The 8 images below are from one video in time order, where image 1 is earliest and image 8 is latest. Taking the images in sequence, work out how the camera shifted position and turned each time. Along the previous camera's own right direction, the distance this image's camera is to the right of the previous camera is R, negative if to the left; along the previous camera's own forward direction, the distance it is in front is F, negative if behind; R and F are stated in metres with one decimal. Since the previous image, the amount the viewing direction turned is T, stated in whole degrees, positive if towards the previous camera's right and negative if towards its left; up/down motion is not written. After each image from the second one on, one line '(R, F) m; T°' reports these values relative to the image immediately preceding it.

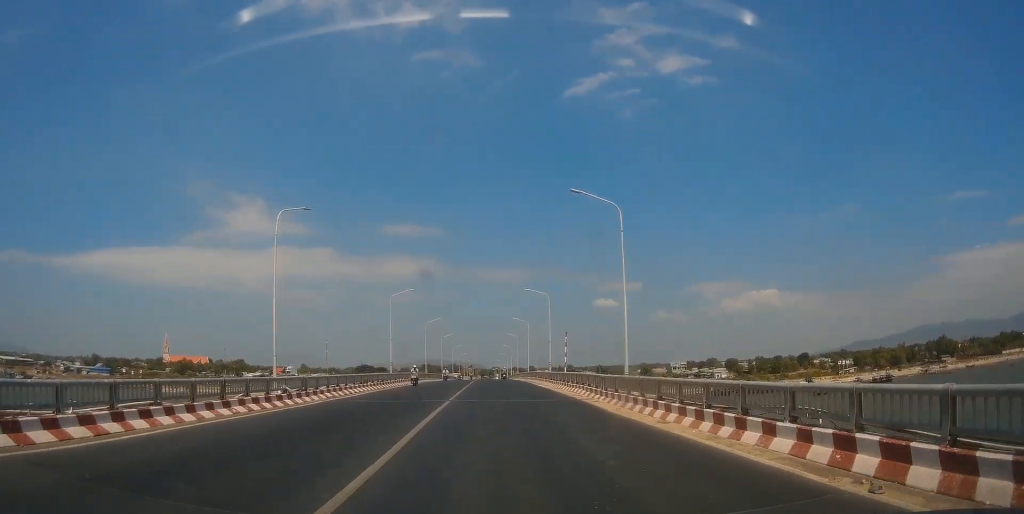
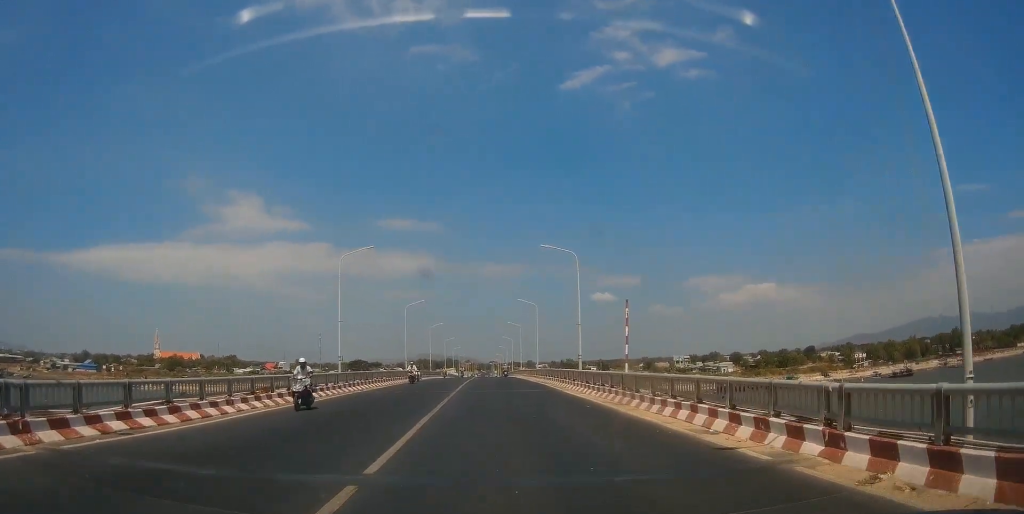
(+0.4, +18.4) m; 0°
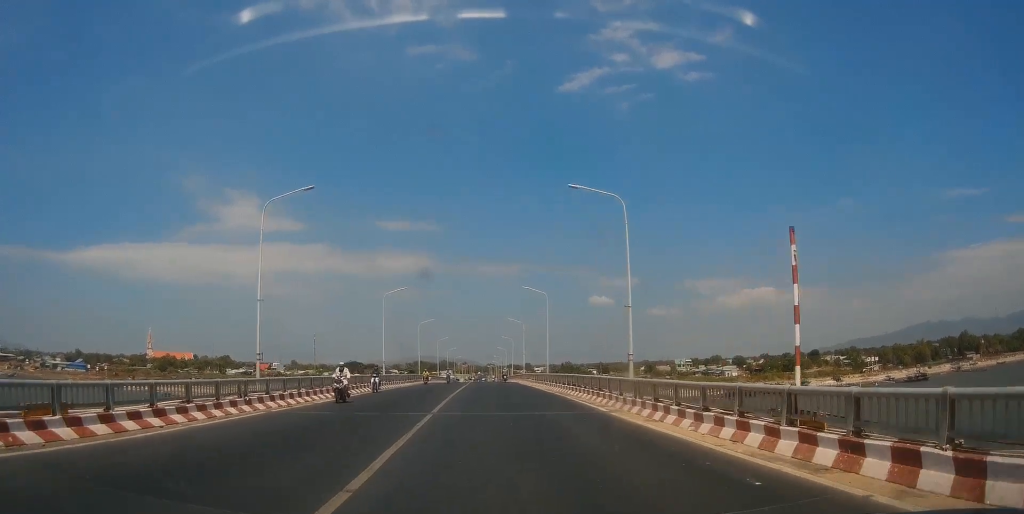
(-0.1, +13.0) m; 0°
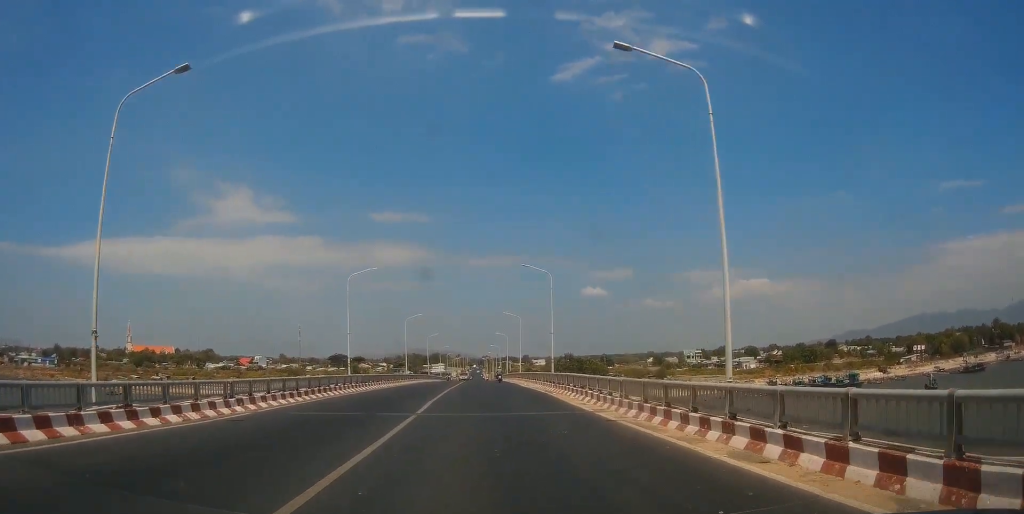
(+0.6, +40.0) m; +1°
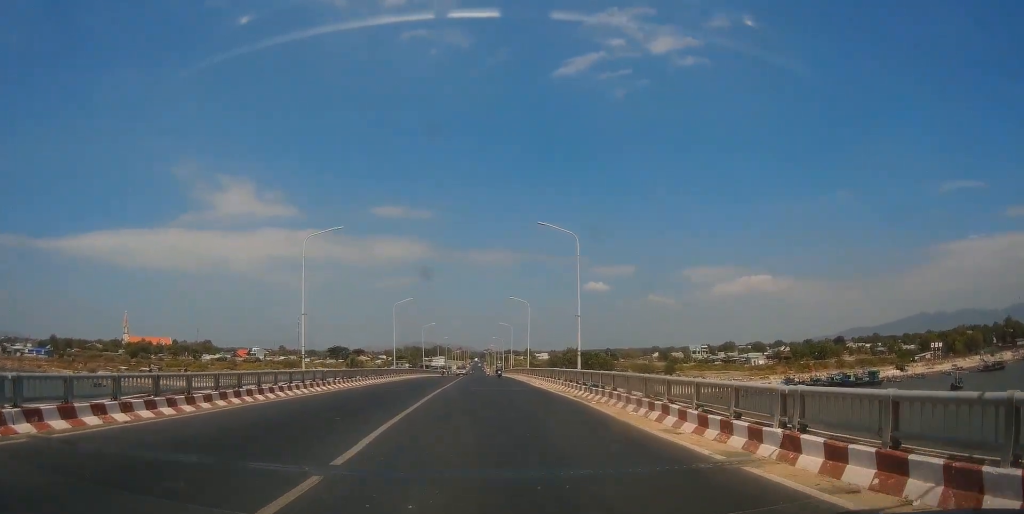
(-0.1, +11.1) m; 0°
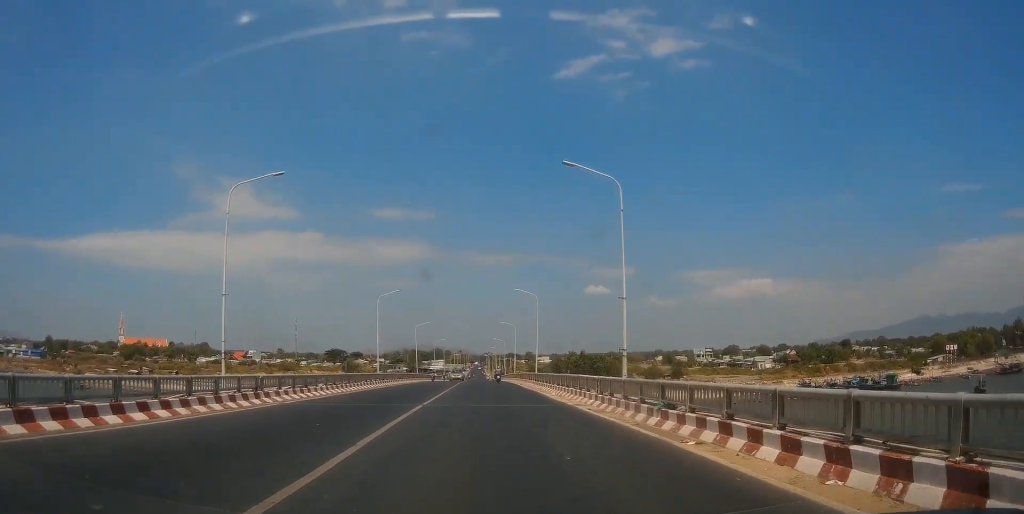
(0.0, +10.0) m; 0°
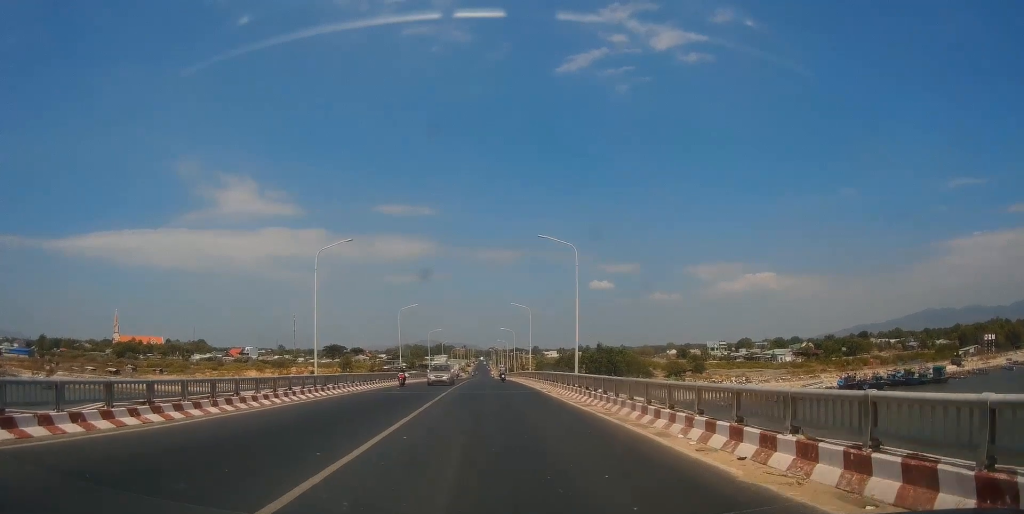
(0.0, +21.4) m; 0°
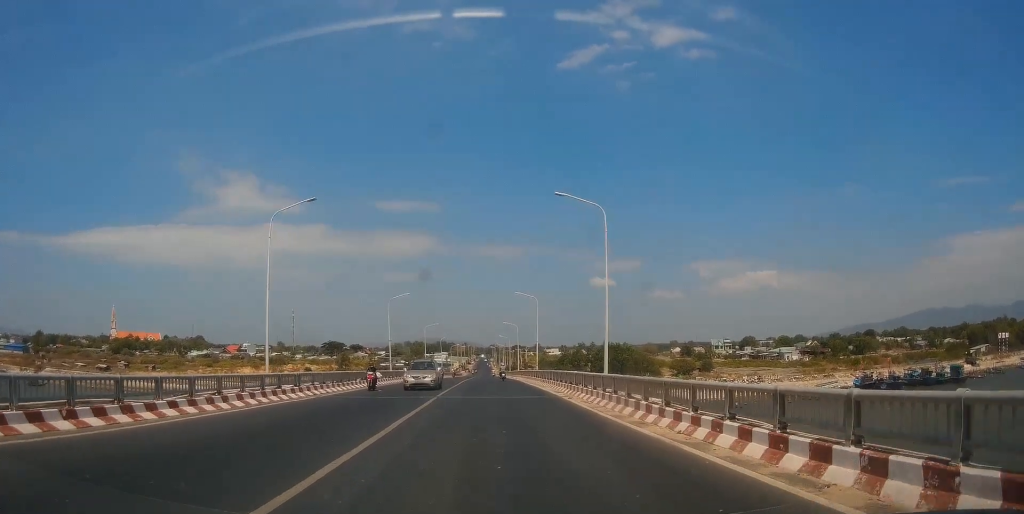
(0.0, +7.8) m; 0°
